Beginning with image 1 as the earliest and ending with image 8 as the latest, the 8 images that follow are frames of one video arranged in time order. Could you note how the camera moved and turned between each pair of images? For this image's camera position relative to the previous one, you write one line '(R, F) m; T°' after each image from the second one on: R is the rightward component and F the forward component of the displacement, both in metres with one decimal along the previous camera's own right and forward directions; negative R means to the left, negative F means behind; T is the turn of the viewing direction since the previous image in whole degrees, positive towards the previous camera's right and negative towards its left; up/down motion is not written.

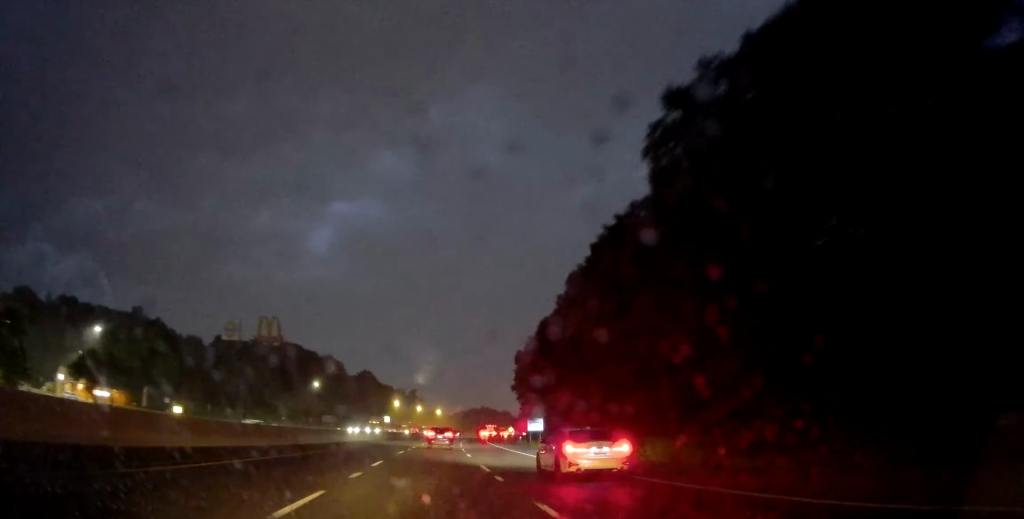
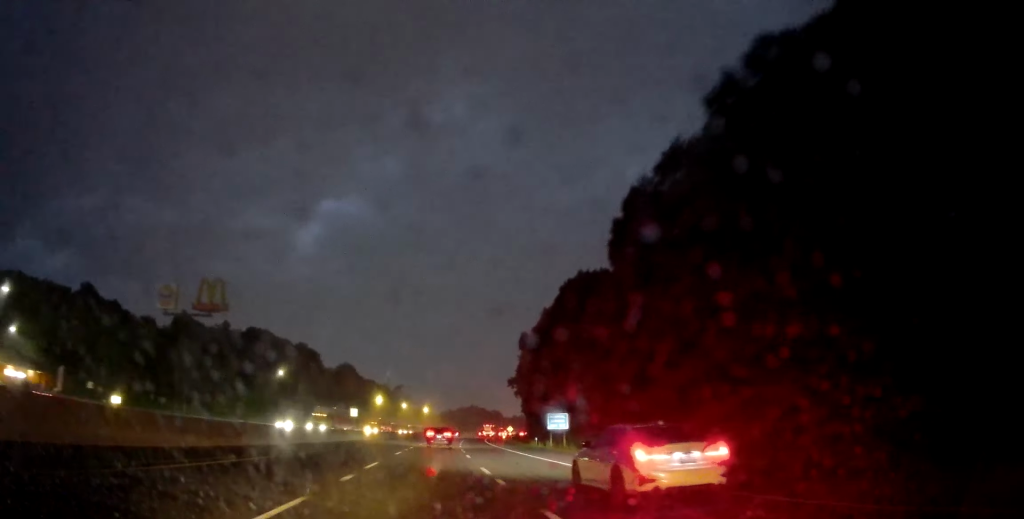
(+0.3, +25.5) m; +1°
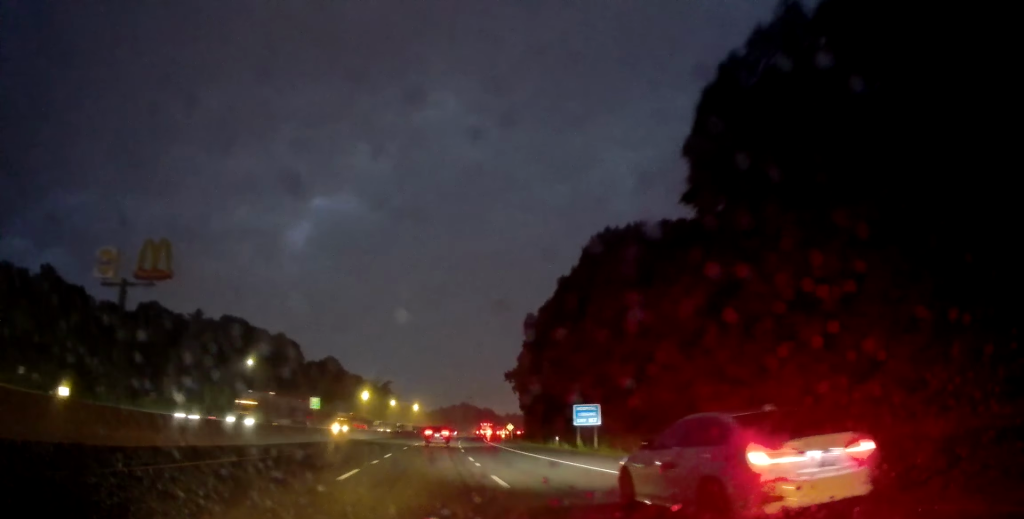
(-0.1, +17.0) m; +1°
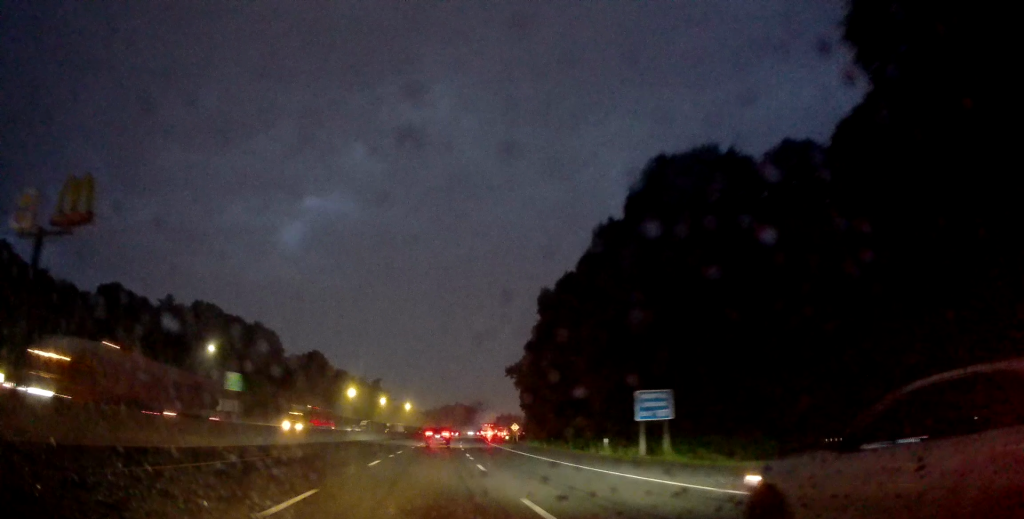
(+0.2, +18.0) m; +1°
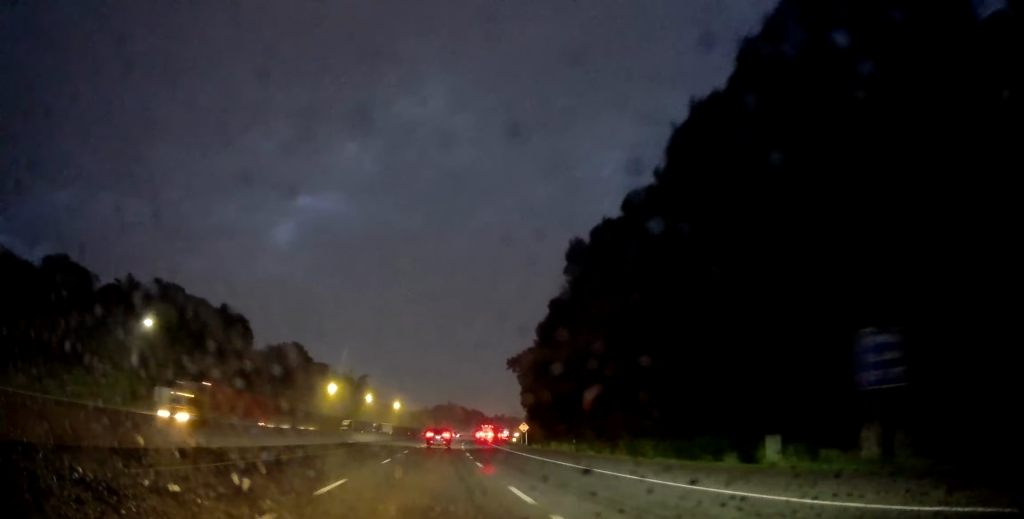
(+0.4, +21.2) m; +1°
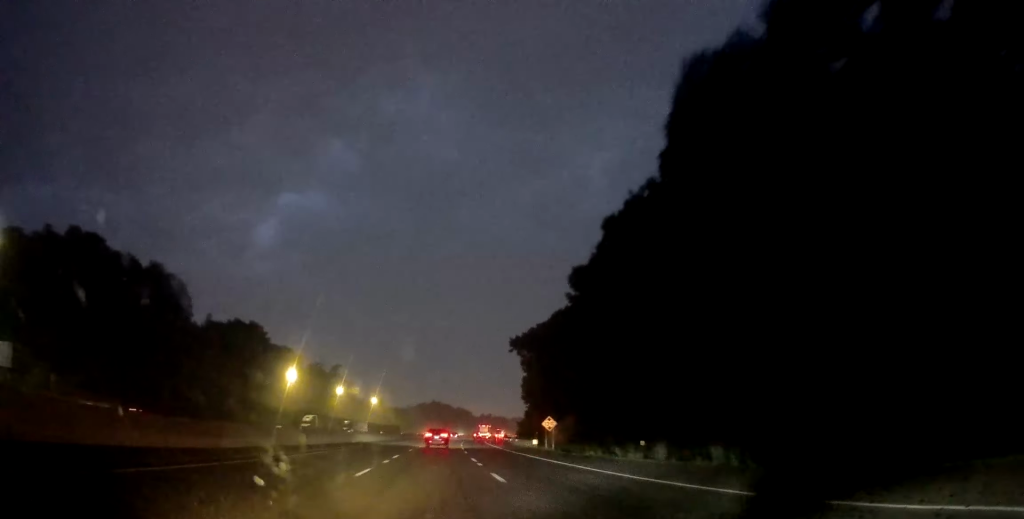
(0.0, +31.7) m; +1°
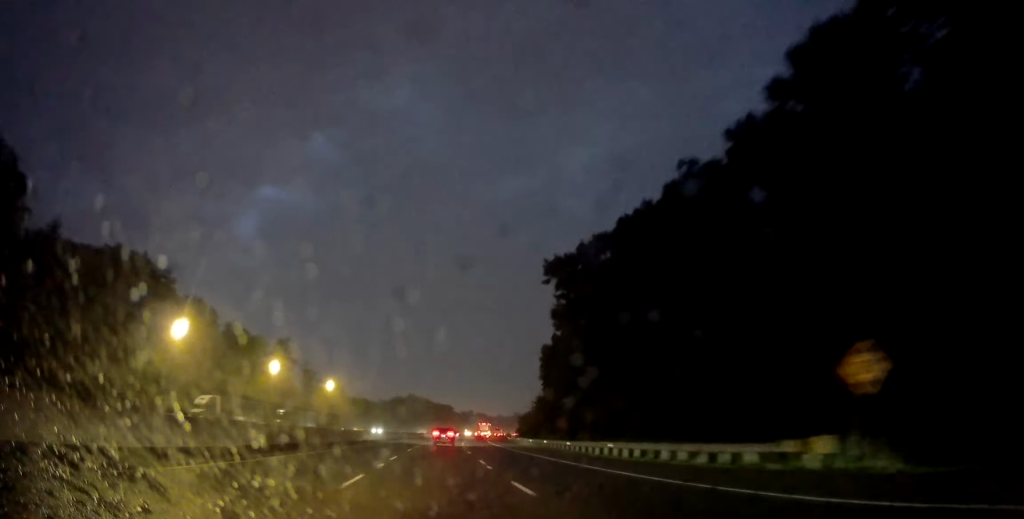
(+1.3, +52.6) m; +2°
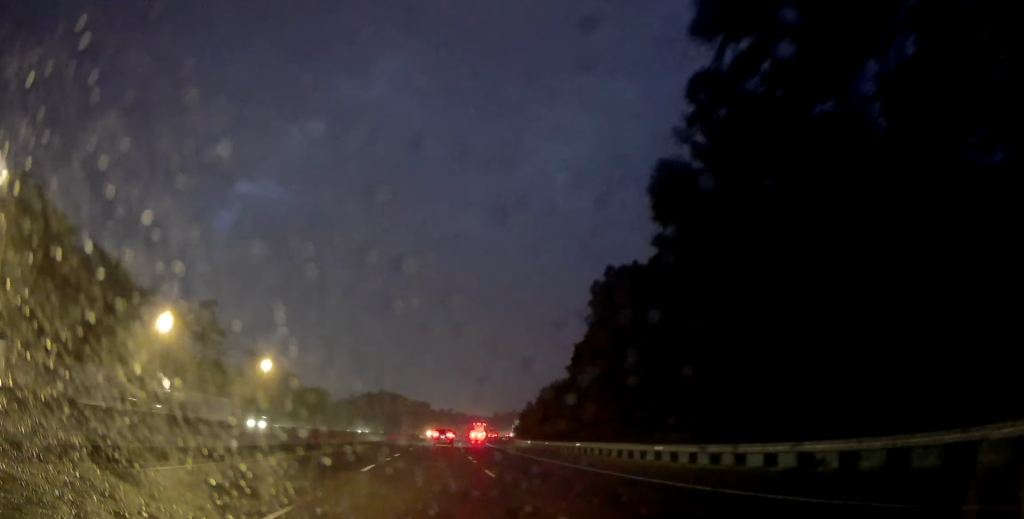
(+0.2, +43.6) m; +2°
